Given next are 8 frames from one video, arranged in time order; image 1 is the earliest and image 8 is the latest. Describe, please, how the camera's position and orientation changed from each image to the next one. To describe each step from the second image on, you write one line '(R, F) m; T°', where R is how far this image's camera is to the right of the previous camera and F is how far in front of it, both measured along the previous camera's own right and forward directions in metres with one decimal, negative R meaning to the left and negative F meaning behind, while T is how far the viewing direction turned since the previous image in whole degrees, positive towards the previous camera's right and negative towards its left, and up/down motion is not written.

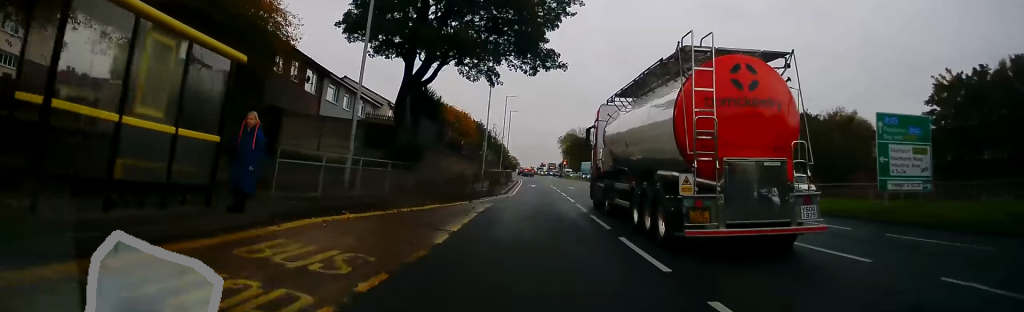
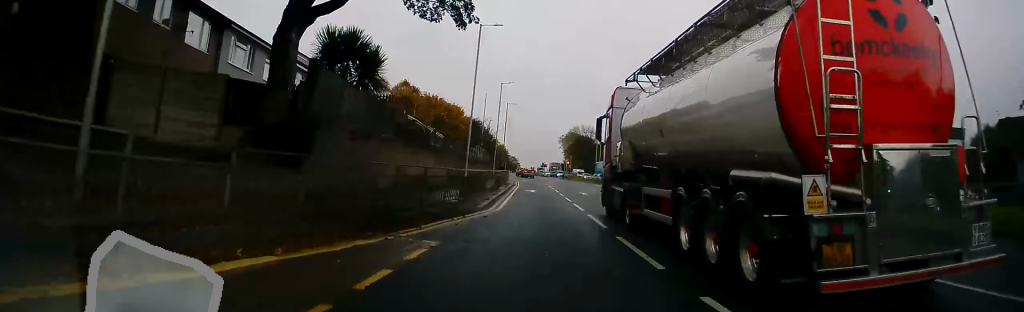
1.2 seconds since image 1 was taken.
(+0.3, +11.9) m; +2°
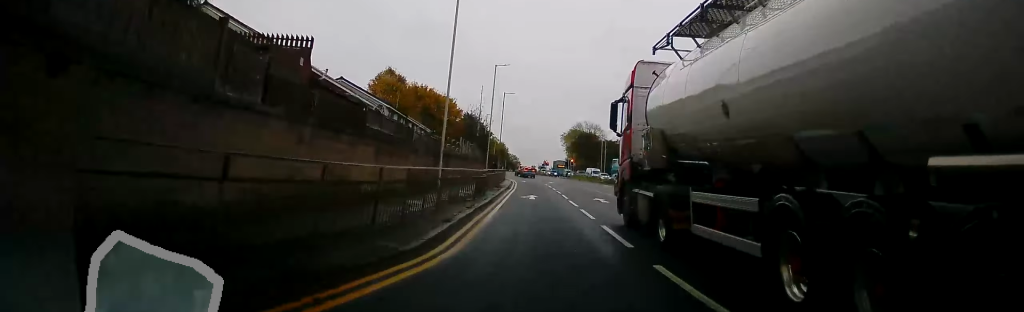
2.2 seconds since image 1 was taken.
(0.0, +10.3) m; -2°
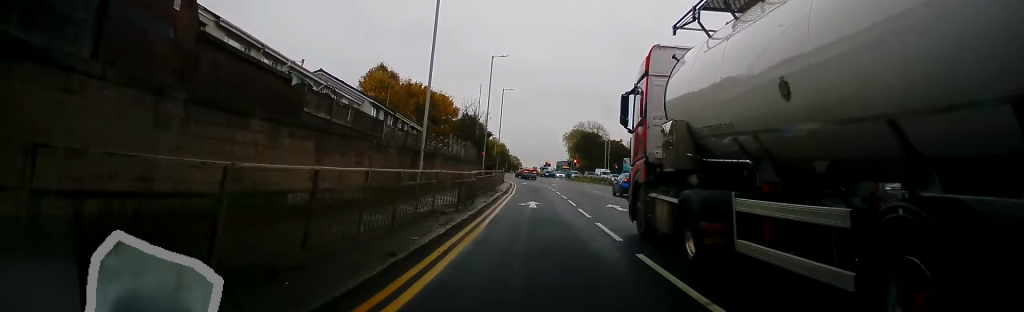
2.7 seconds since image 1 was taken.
(-0.1, +4.8) m; -1°
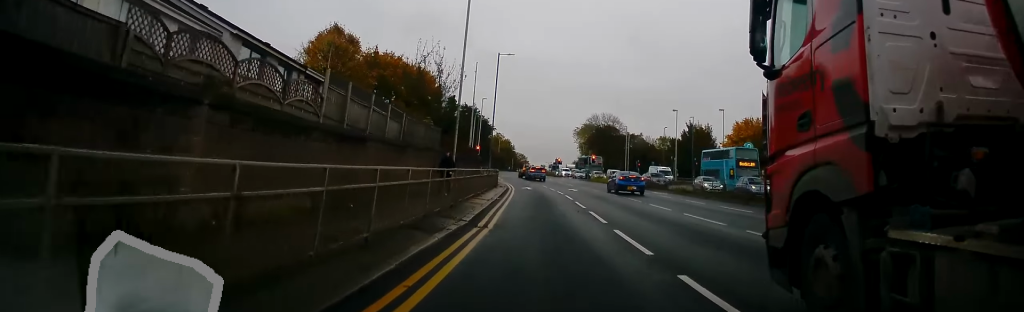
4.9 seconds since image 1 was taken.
(+0.5, +20.1) m; +2°
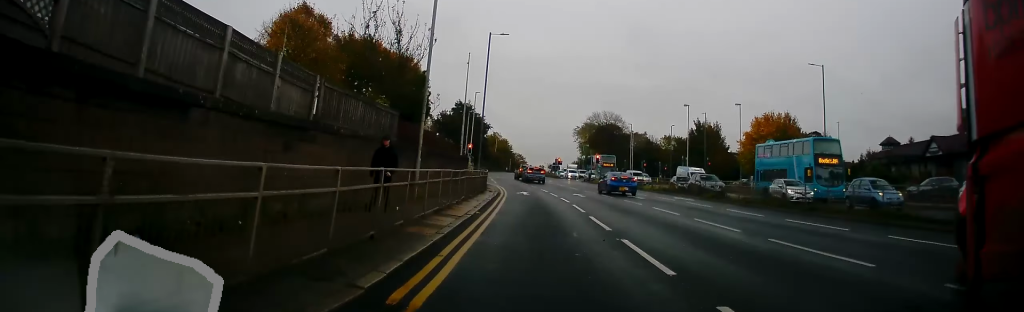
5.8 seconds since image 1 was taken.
(-0.1, +7.5) m; -2°
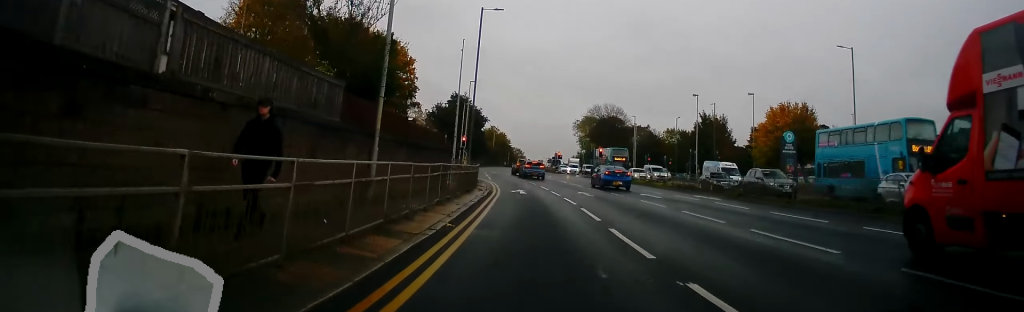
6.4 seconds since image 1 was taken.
(-0.3, +5.1) m; 0°
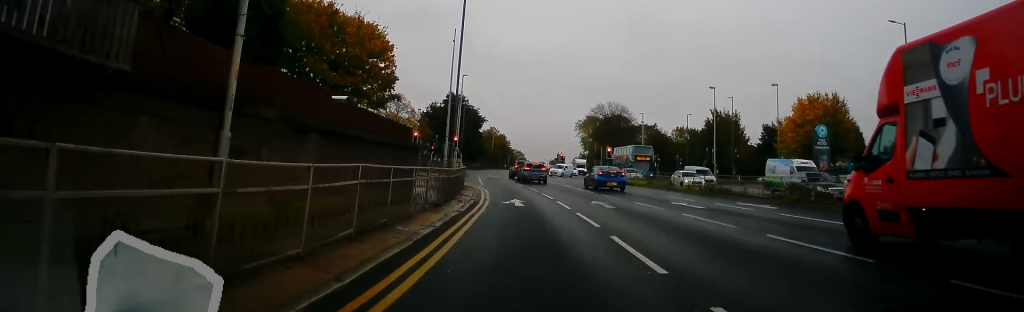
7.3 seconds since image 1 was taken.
(+0.4, +7.4) m; 0°
